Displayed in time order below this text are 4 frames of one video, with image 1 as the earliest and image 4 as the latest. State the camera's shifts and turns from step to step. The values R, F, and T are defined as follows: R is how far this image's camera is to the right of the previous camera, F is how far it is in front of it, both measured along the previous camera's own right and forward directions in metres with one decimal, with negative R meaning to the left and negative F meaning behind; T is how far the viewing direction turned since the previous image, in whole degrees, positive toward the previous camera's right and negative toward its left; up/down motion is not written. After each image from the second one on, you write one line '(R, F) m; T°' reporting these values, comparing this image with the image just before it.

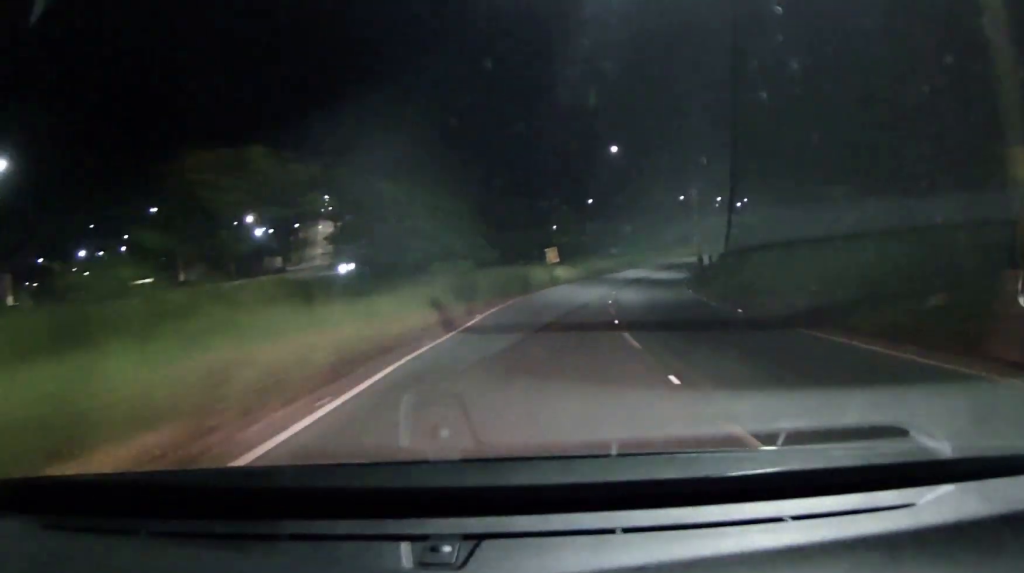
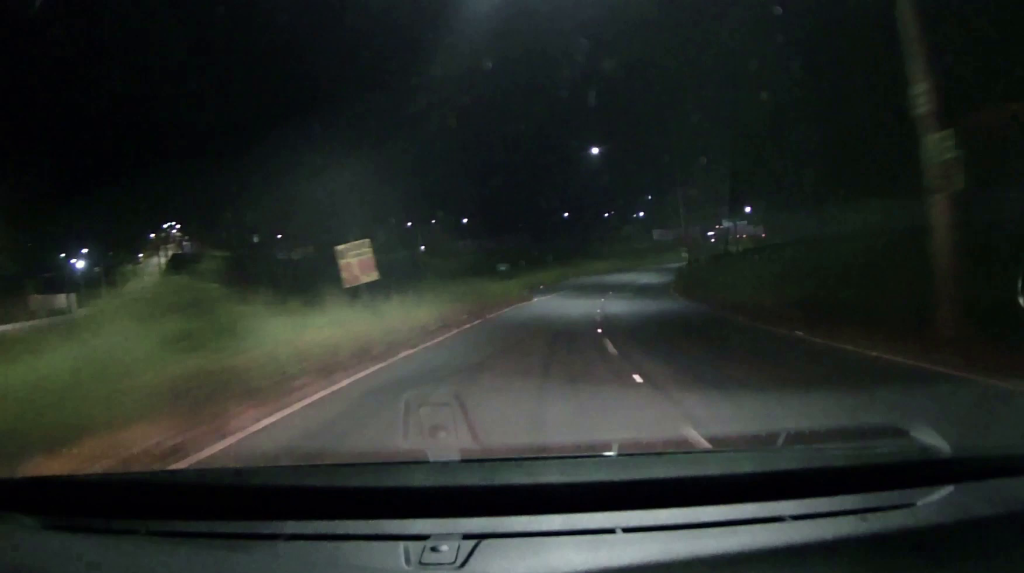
(+1.8, +36.7) m; +8°
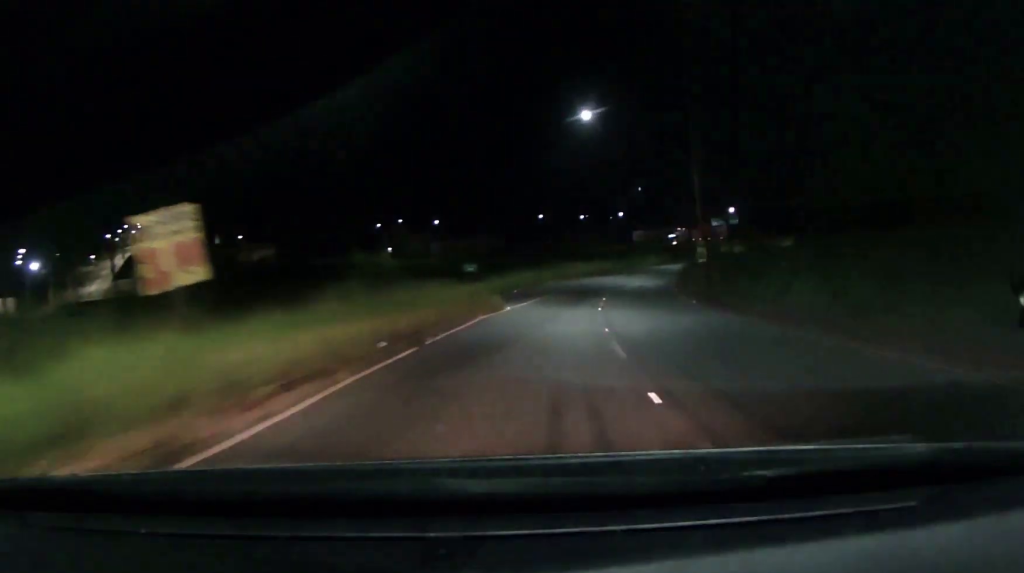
(+0.3, +9.8) m; +3°
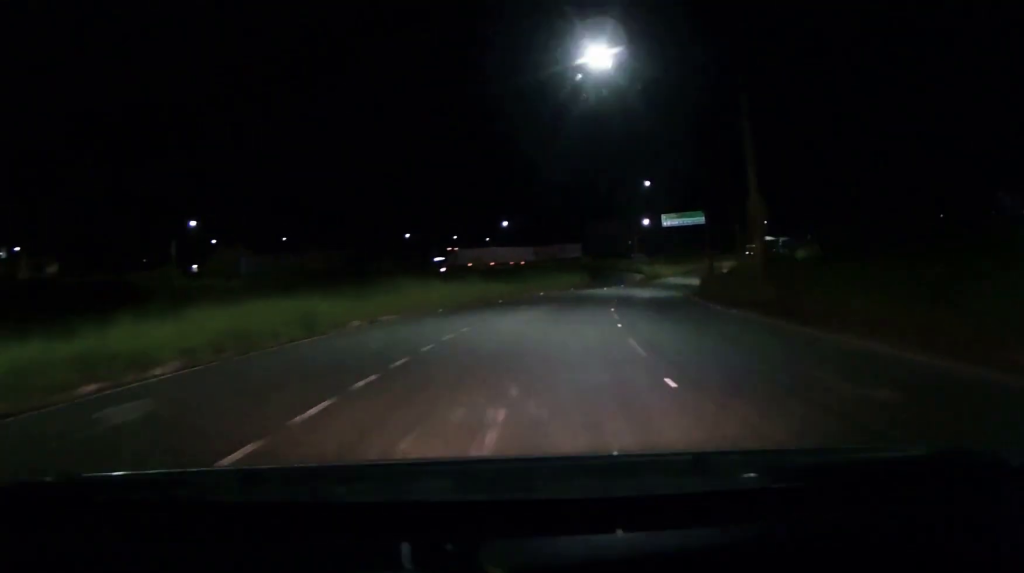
(+4.5, +45.3) m; +12°
